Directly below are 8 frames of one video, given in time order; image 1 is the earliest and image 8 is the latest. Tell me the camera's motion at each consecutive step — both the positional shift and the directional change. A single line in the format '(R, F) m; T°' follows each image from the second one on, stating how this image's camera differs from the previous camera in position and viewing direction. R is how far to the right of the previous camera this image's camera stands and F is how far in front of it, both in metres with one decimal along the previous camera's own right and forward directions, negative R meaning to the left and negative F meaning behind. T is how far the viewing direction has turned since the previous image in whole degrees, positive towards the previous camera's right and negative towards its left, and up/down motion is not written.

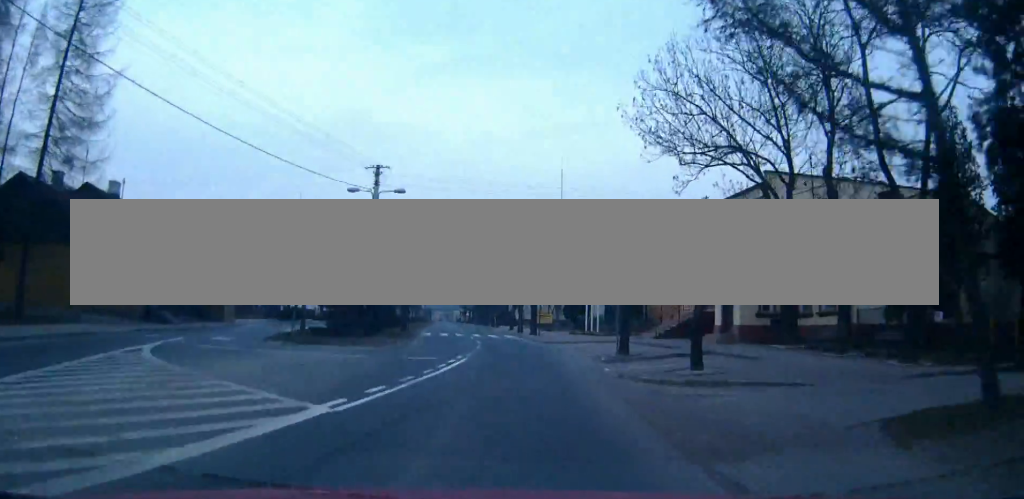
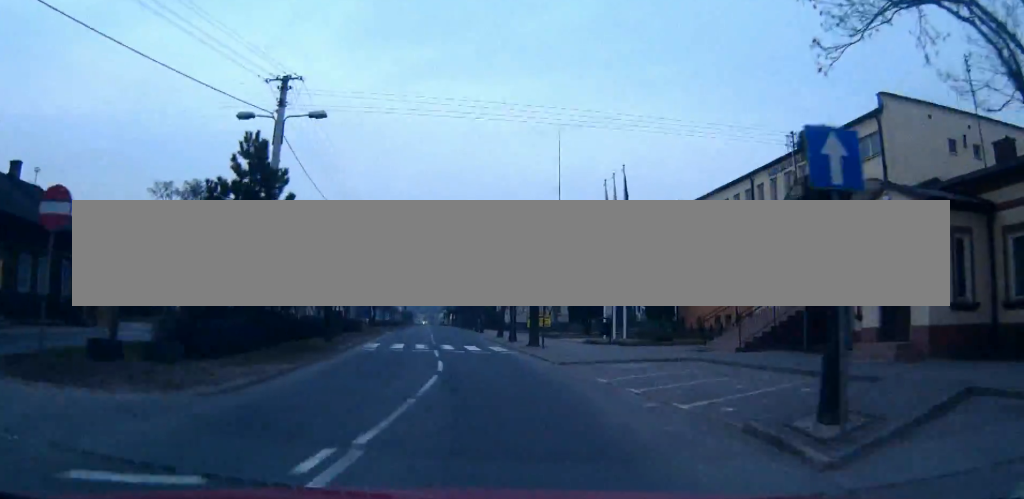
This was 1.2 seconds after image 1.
(+0.4, +15.3) m; +1°
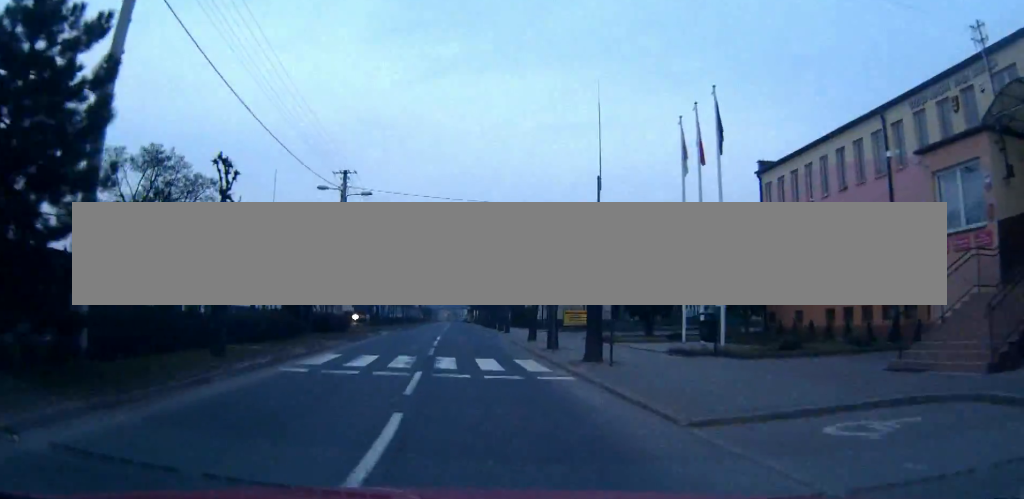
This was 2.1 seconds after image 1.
(0.0, +12.1) m; -1°
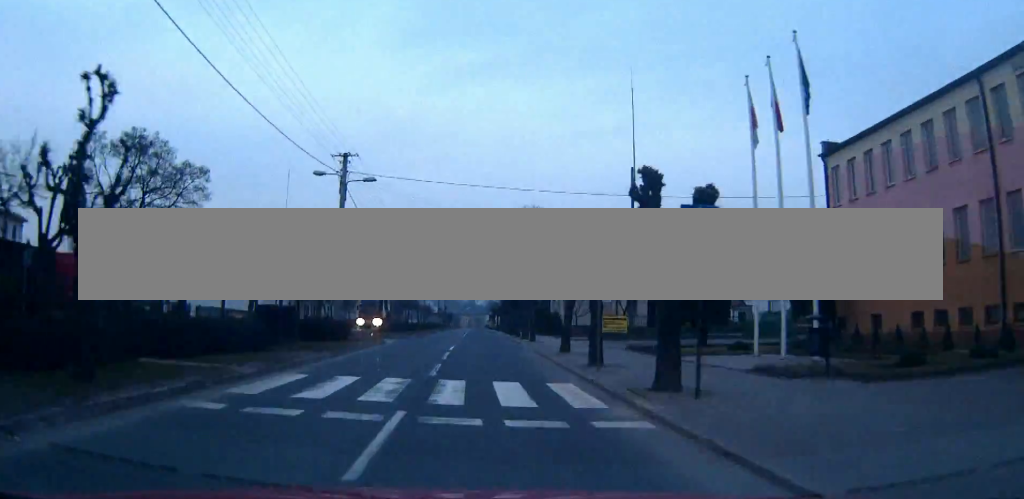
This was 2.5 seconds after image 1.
(0.0, +5.6) m; -1°
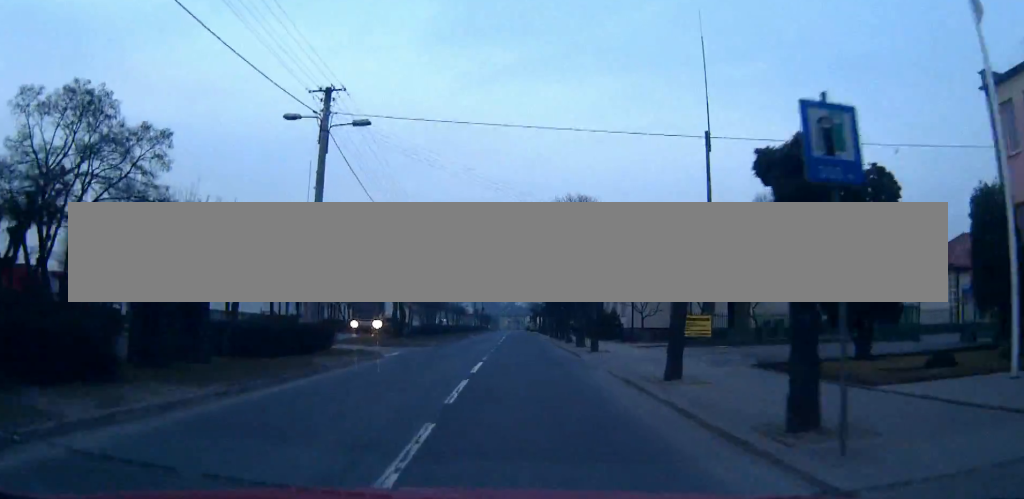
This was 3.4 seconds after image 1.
(-0.2, +10.7) m; -2°
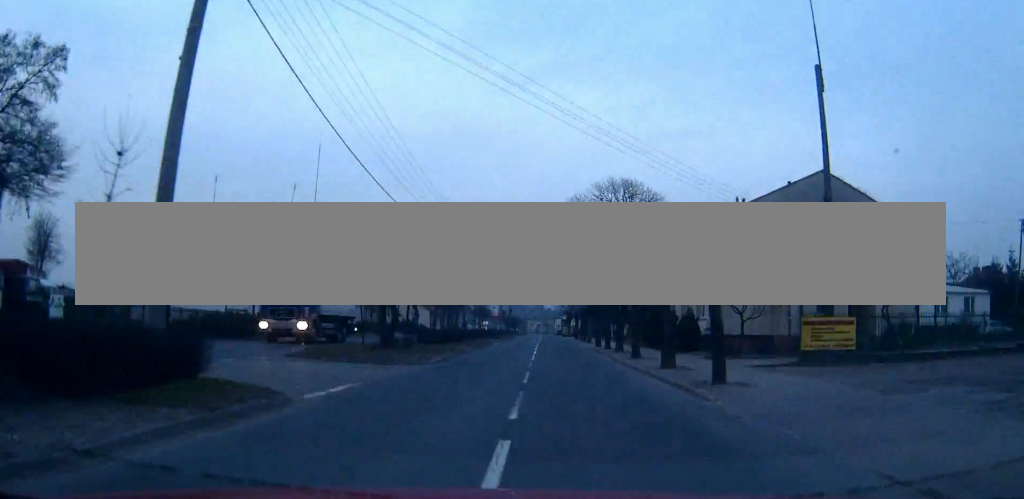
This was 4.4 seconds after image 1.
(-0.3, +12.8) m; -2°
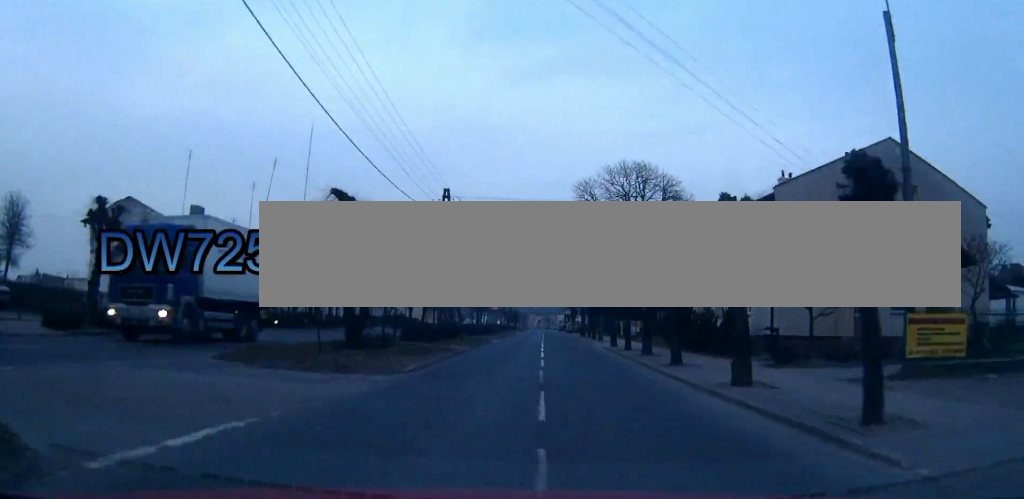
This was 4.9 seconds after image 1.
(-0.1, +6.4) m; -1°
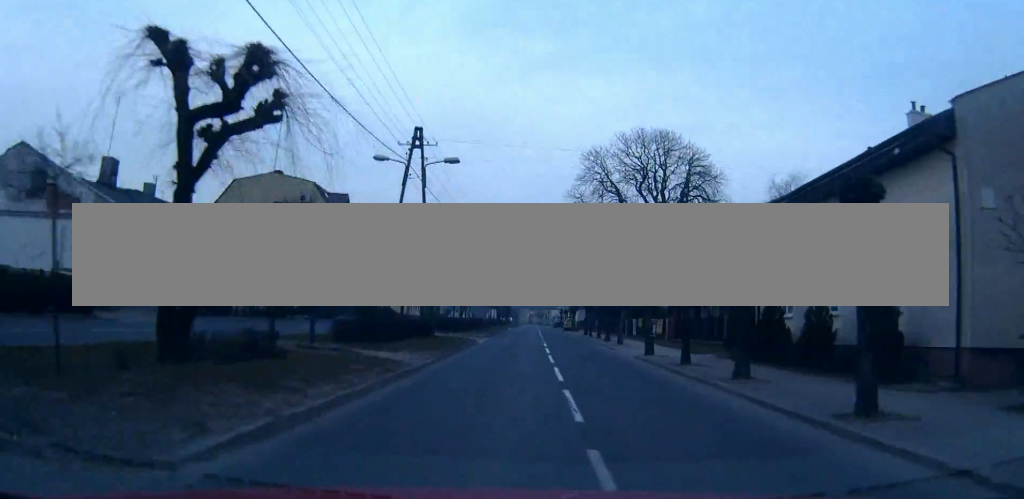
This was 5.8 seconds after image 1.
(-0.1, +12.1) m; 0°
